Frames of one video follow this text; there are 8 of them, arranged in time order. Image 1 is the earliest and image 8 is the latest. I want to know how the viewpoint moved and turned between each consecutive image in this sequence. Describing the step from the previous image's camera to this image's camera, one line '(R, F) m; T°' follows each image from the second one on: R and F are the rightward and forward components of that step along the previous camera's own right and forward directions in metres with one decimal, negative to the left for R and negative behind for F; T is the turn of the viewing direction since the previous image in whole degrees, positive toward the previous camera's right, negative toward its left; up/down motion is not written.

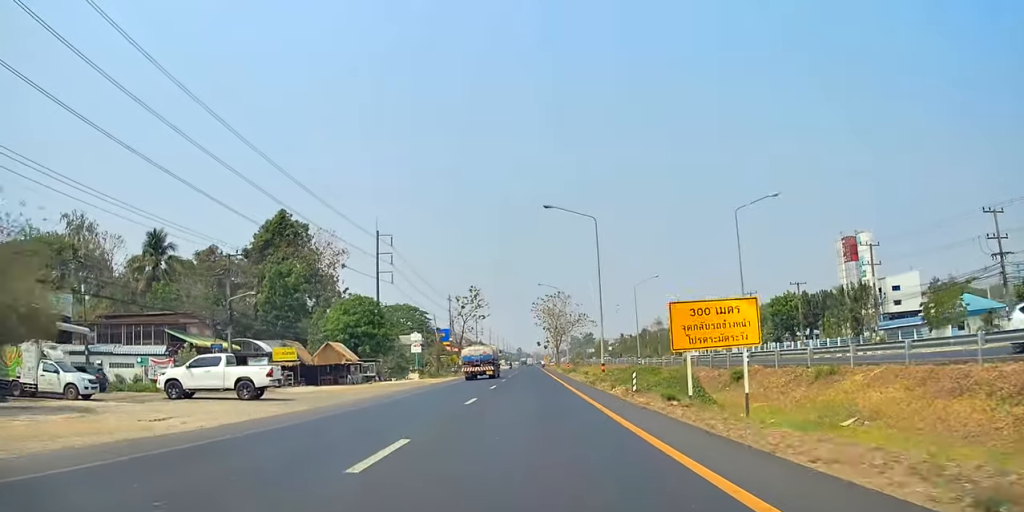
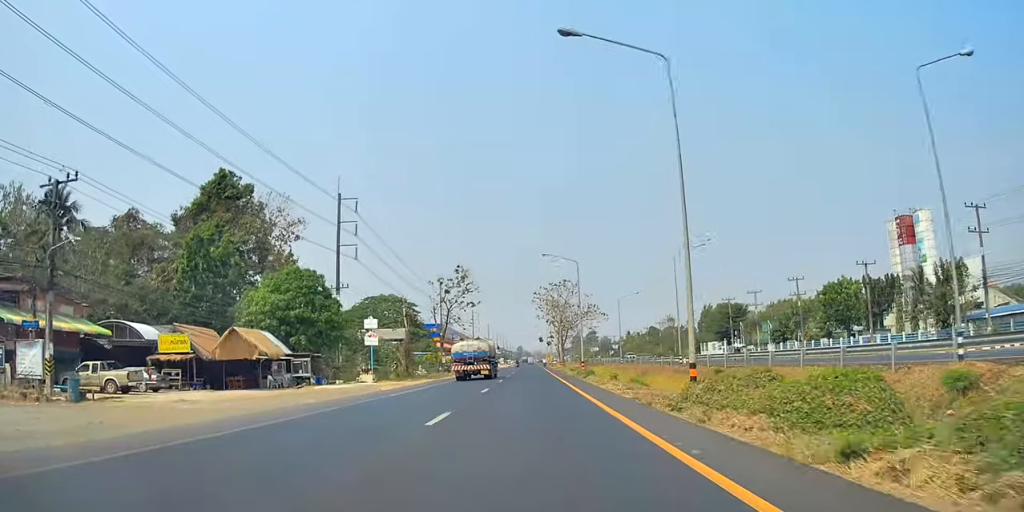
(0.0, +19.5) m; +1°
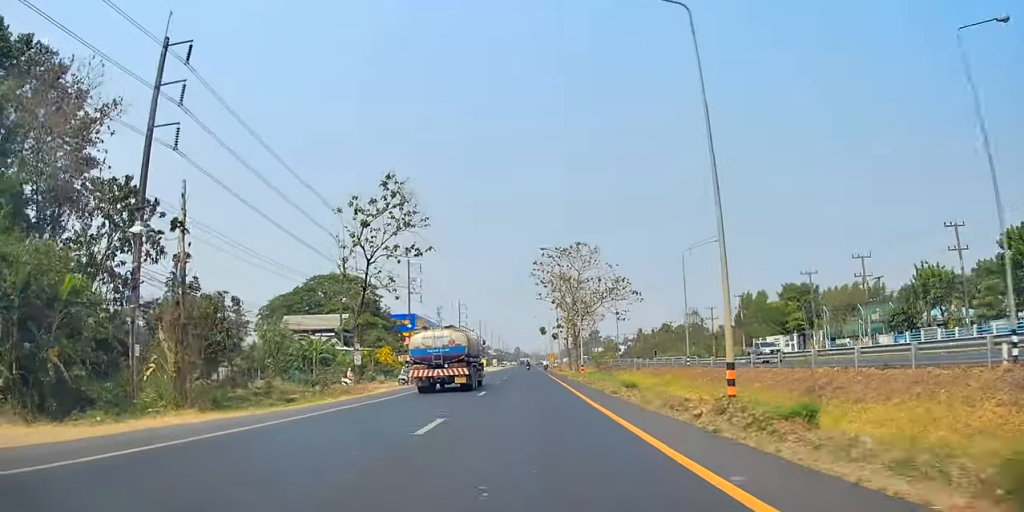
(+0.2, +36.9) m; -1°
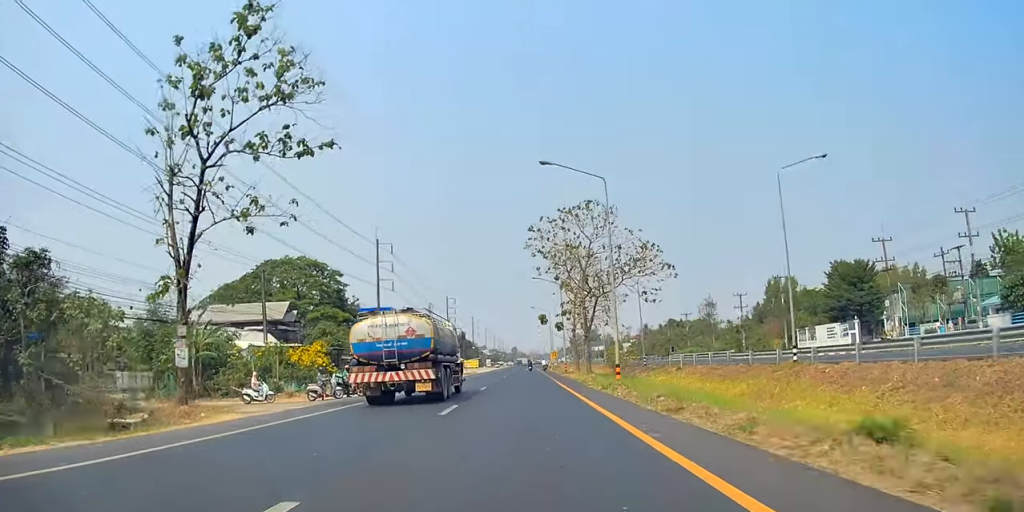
(-0.1, +21.2) m; 0°
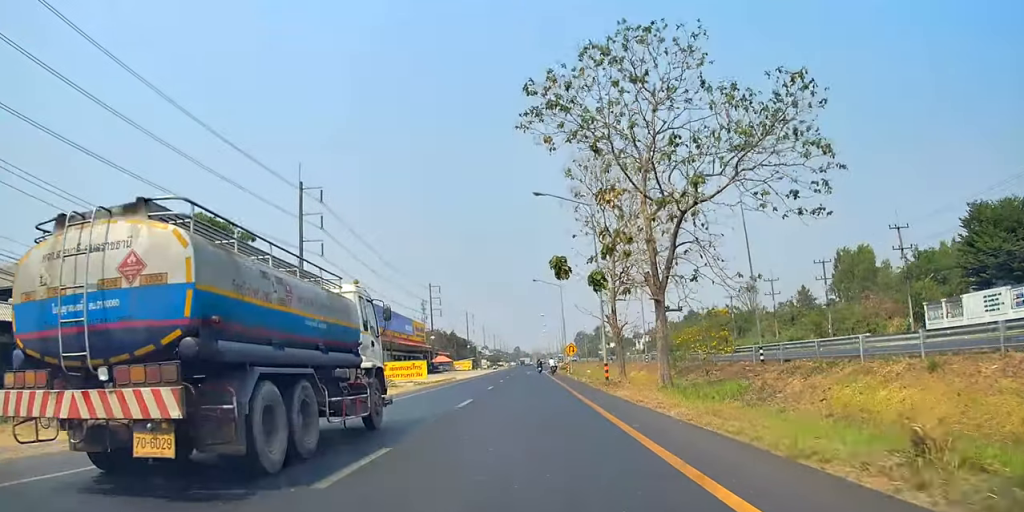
(0.0, +33.9) m; -1°
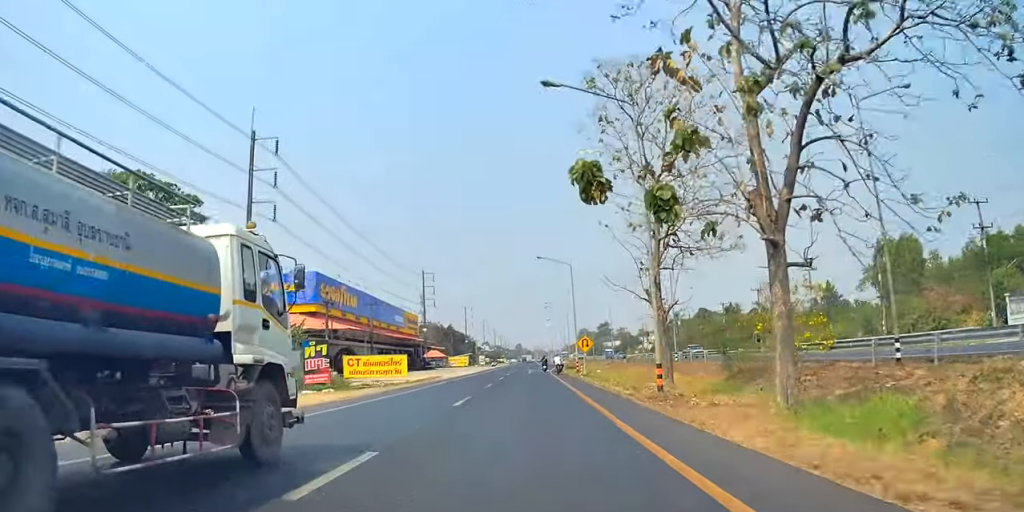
(-0.1, +11.8) m; 0°
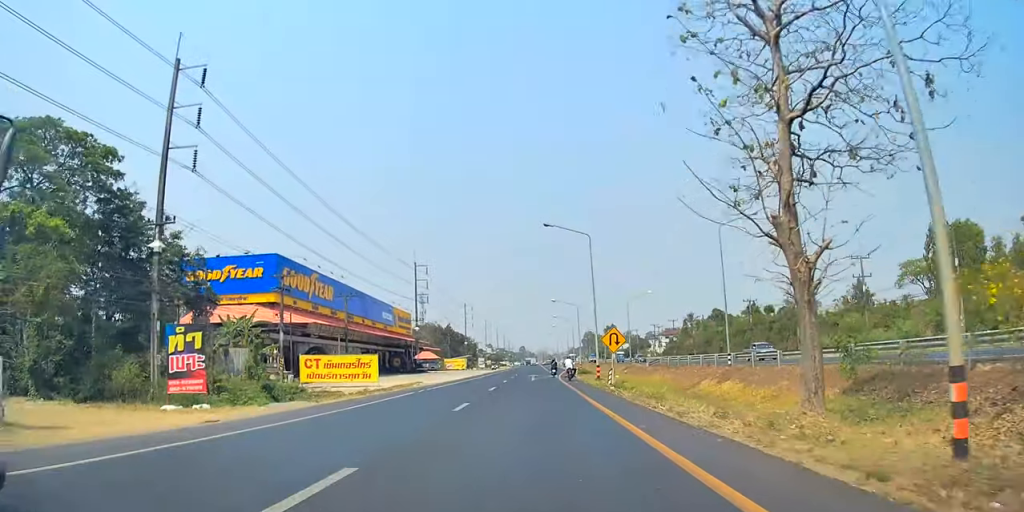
(0.0, +14.0) m; 0°
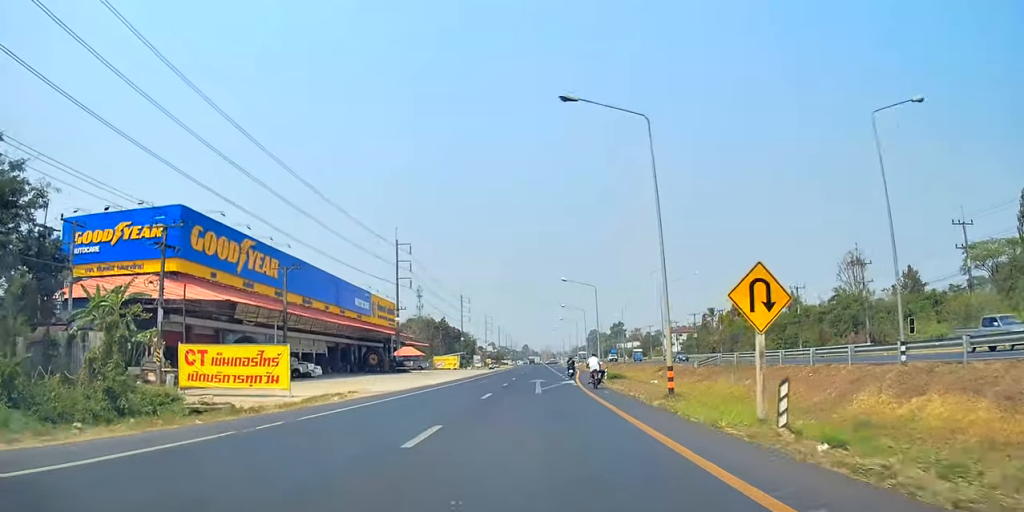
(+0.2, +19.5) m; 0°
